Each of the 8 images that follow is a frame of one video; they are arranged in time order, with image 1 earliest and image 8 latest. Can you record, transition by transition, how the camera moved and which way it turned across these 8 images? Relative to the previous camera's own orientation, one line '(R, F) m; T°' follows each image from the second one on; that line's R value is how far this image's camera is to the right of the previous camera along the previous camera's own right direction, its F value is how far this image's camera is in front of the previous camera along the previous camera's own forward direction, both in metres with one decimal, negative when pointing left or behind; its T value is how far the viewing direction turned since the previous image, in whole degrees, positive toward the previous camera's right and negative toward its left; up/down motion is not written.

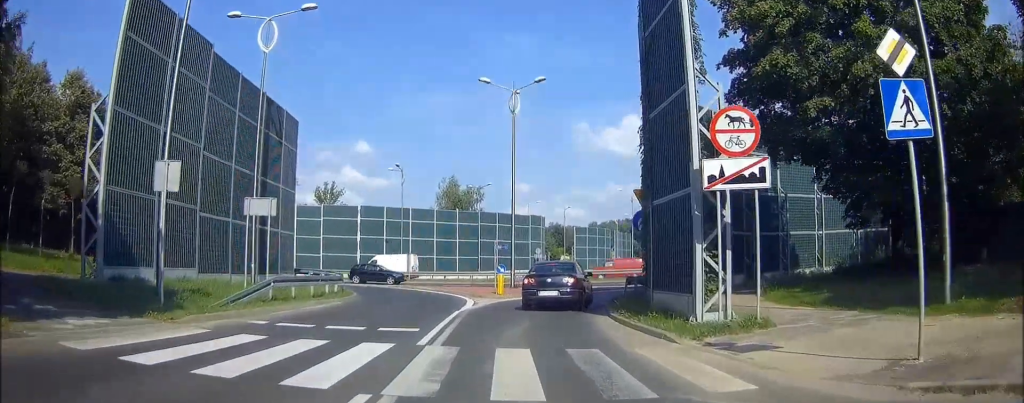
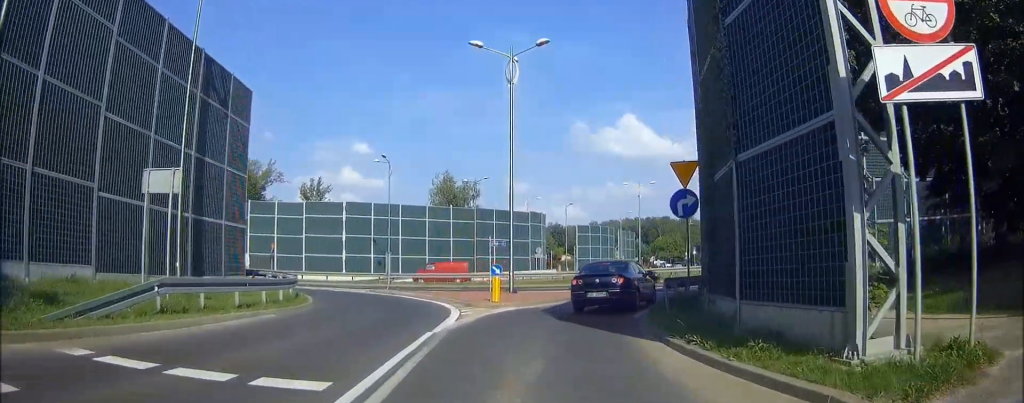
(+0.3, +5.9) m; +3°
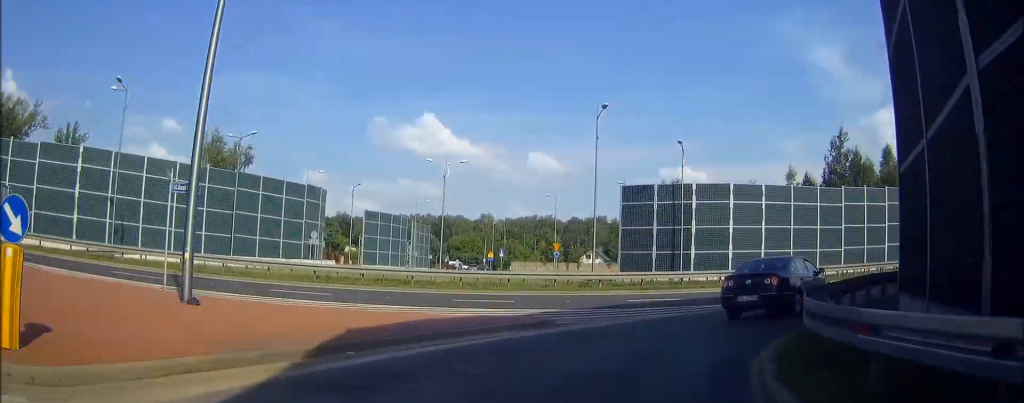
(+0.8, +17.4) m; +12°
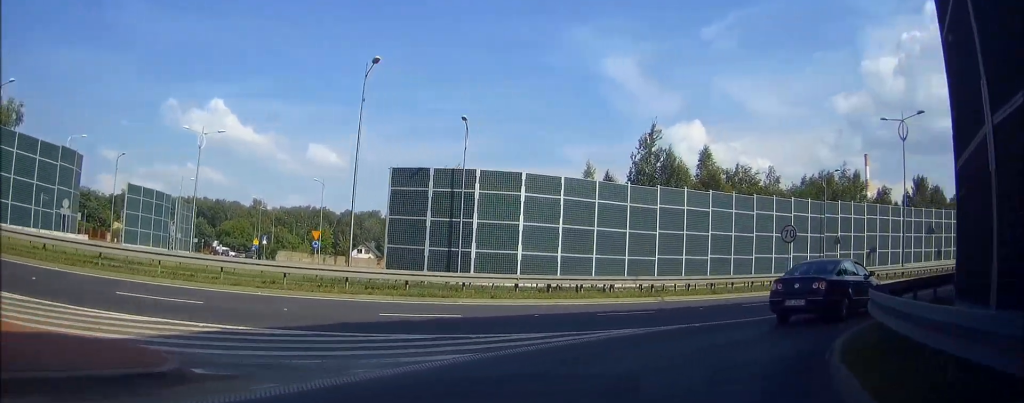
(+1.6, +8.5) m; +26°
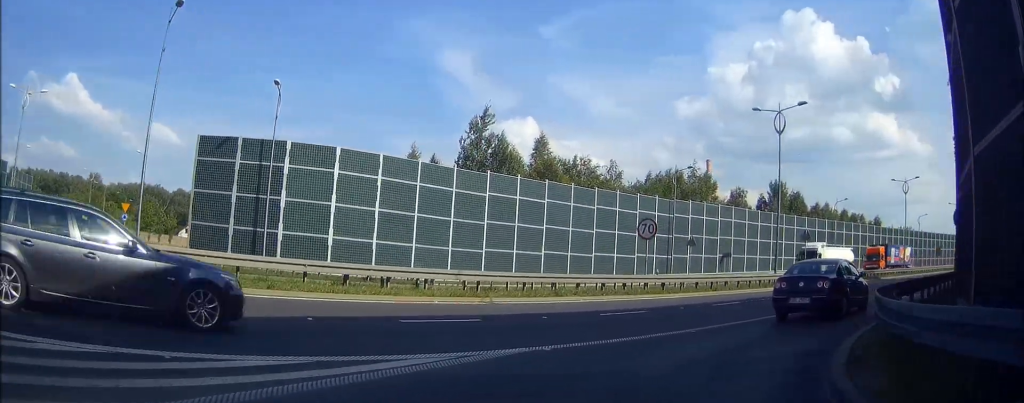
(+1.0, +5.5) m; +16°
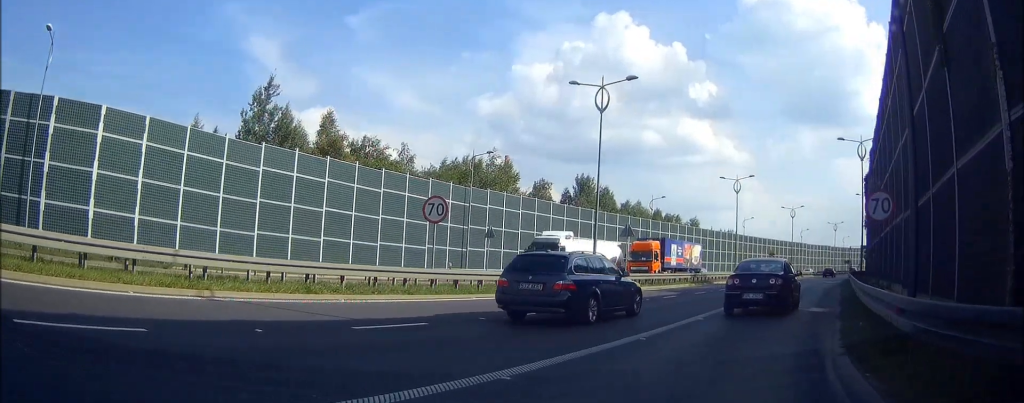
(+0.9, +6.5) m; +15°
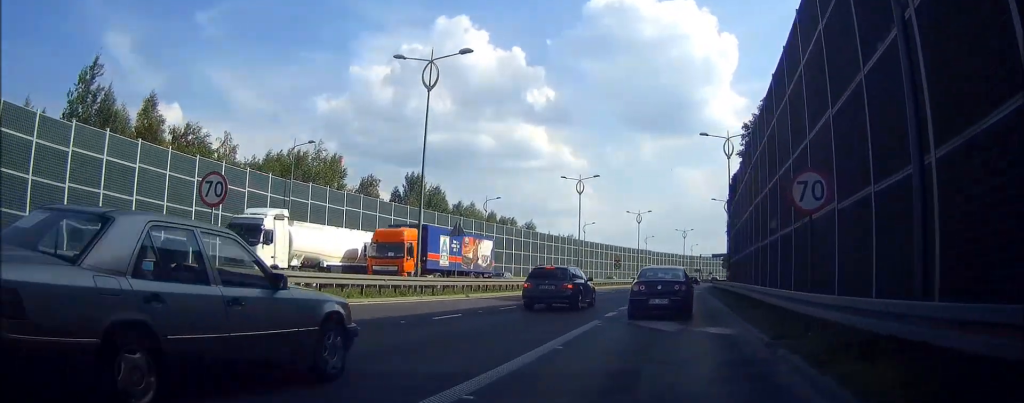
(+0.5, +5.5) m; +9°
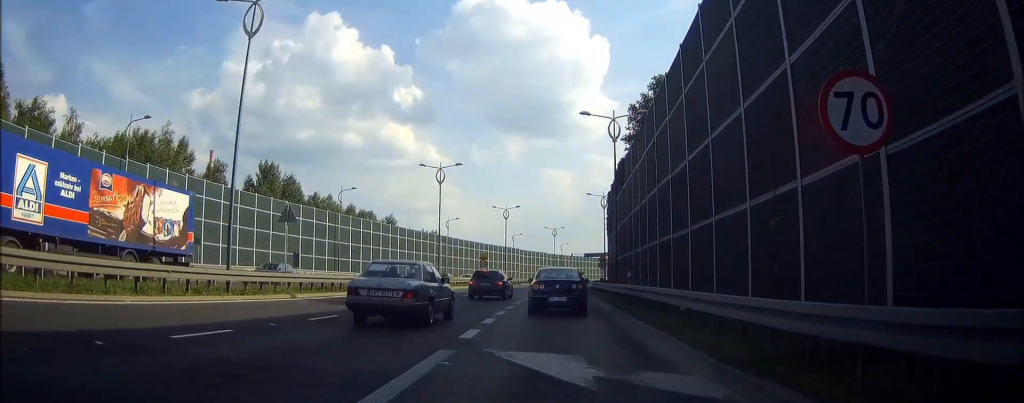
(+0.7, +7.8) m; +6°
